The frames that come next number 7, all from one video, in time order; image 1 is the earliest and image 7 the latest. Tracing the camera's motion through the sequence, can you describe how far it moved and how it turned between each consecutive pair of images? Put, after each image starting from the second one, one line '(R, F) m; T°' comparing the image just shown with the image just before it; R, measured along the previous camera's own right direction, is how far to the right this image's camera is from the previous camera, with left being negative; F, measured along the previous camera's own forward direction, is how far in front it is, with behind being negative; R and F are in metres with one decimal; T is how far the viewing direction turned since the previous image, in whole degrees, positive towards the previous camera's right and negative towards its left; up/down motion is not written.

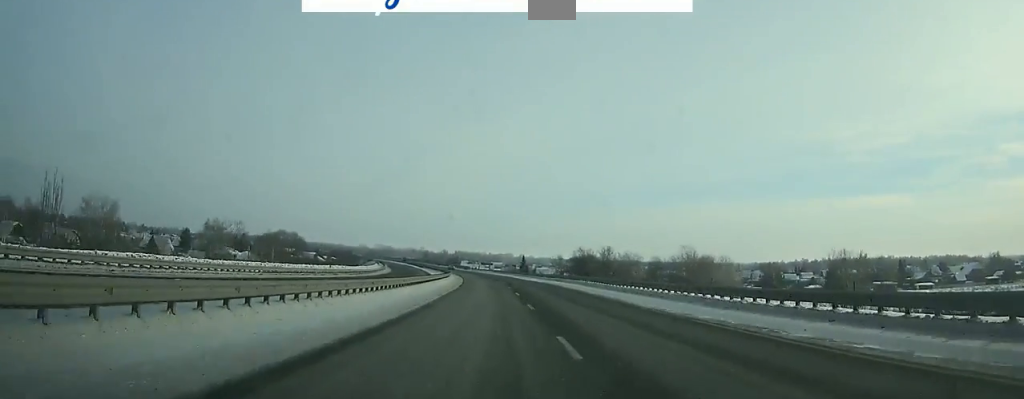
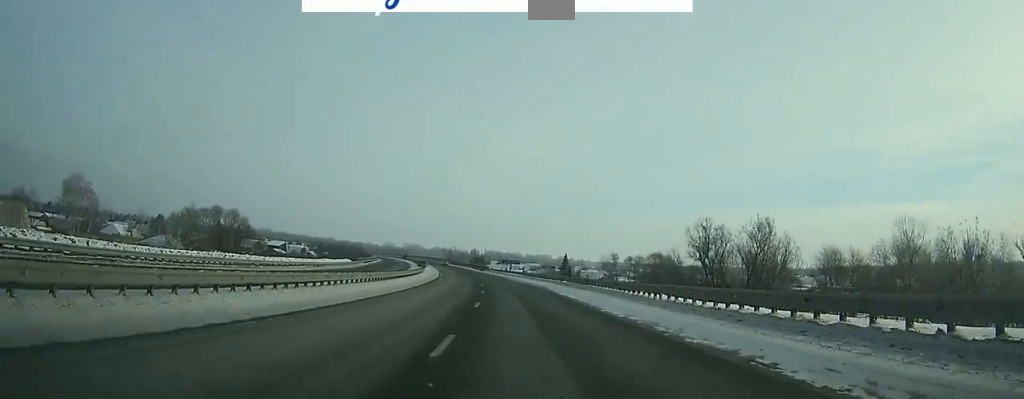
(-1.3, +59.4) m; -4°
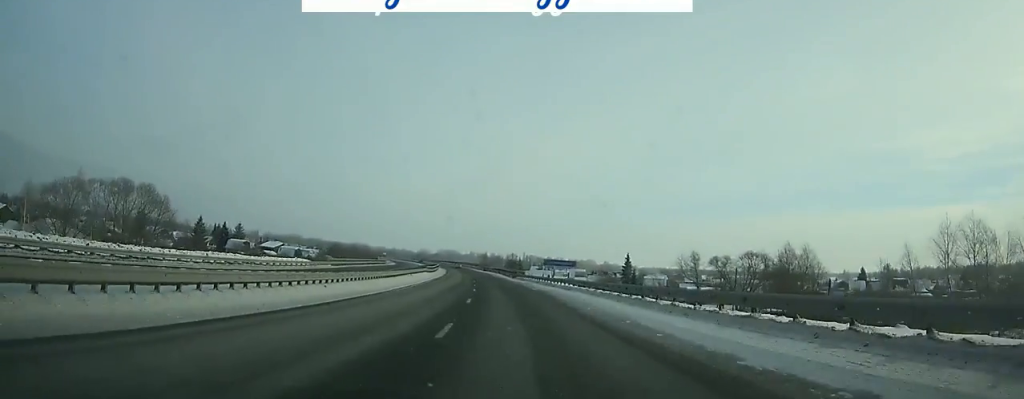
(-0.8, +46.0) m; -3°
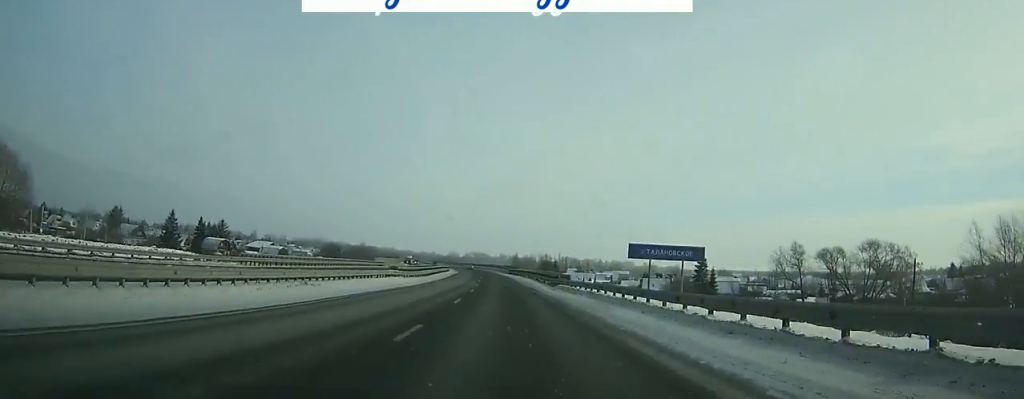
(-1.5, +37.2) m; -2°
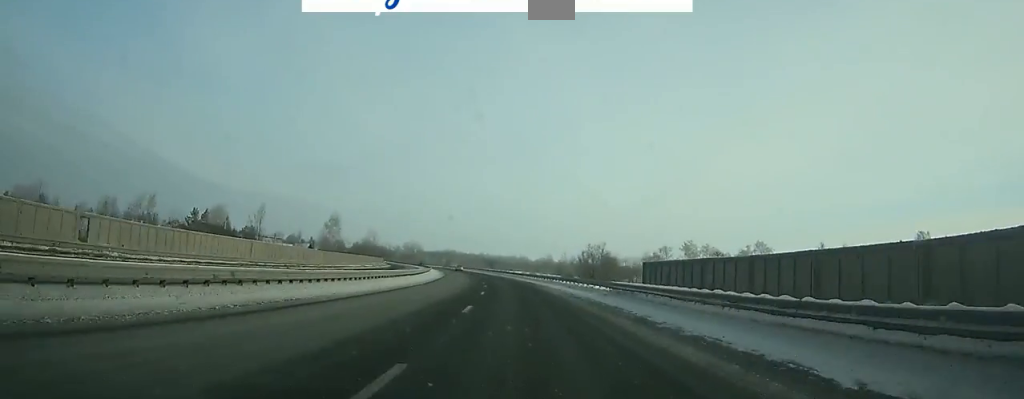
(-40.0, +290.0) m; -16°
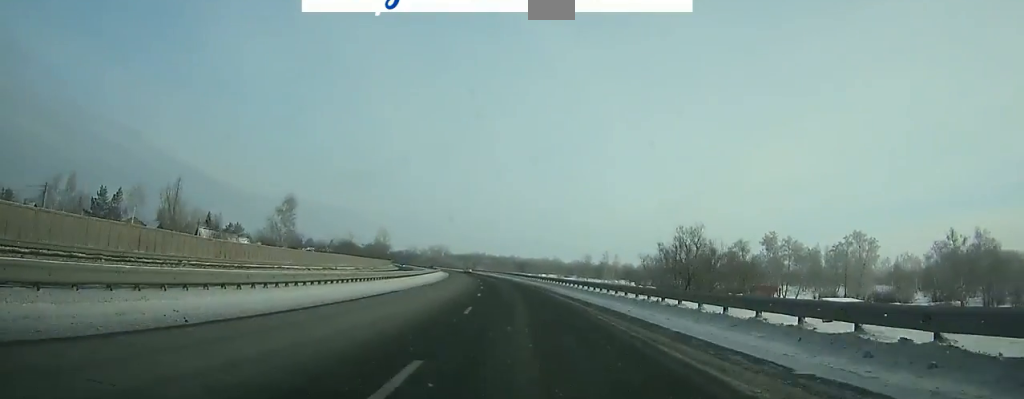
(-0.8, +36.1) m; -3°
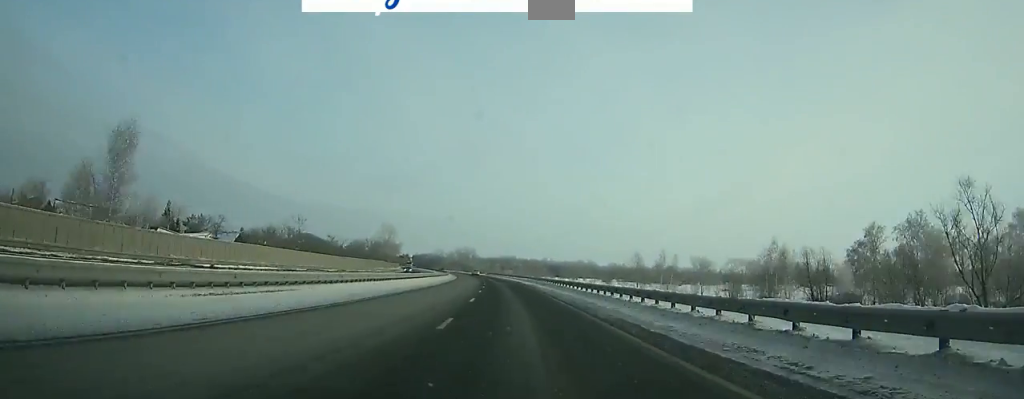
(-1.3, +41.2) m; -3°
